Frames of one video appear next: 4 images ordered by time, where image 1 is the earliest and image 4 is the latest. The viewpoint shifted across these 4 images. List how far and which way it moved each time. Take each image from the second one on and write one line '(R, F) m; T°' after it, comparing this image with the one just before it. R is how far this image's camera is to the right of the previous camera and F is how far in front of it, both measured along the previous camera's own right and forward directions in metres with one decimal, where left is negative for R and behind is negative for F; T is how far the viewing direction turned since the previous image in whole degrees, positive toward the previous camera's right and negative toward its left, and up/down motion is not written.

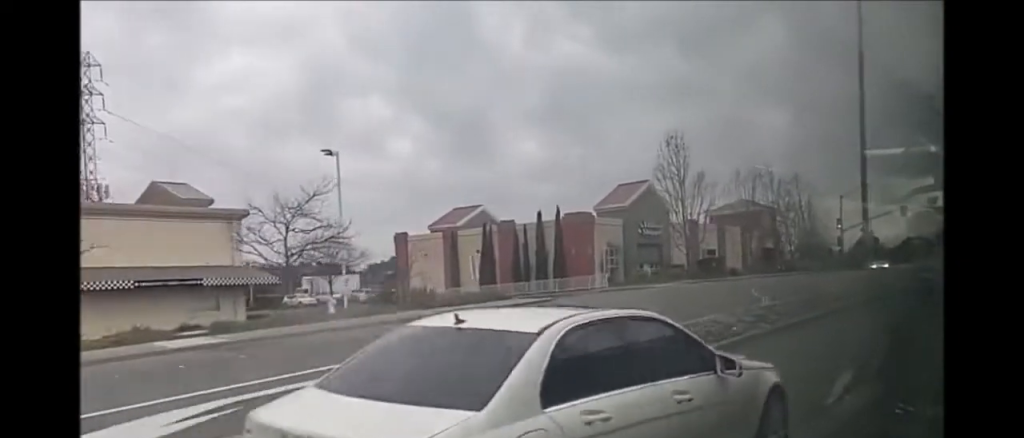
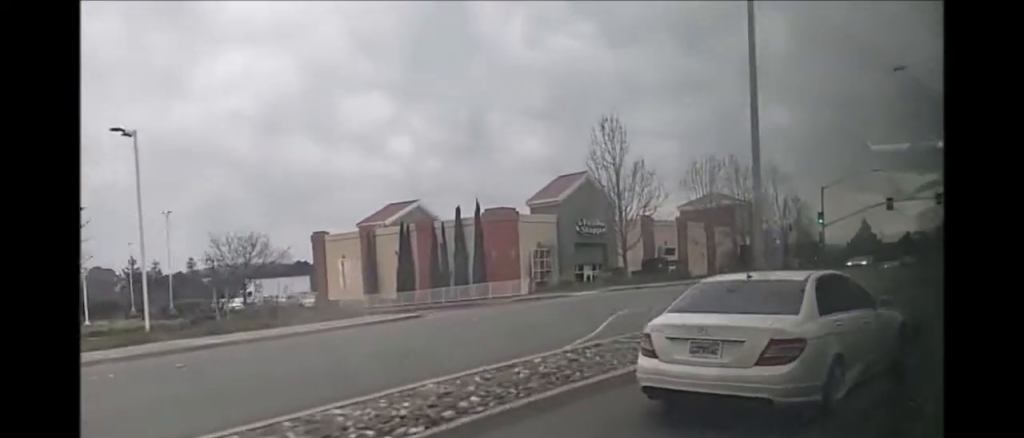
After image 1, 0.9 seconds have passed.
(-0.4, +8.9) m; -3°
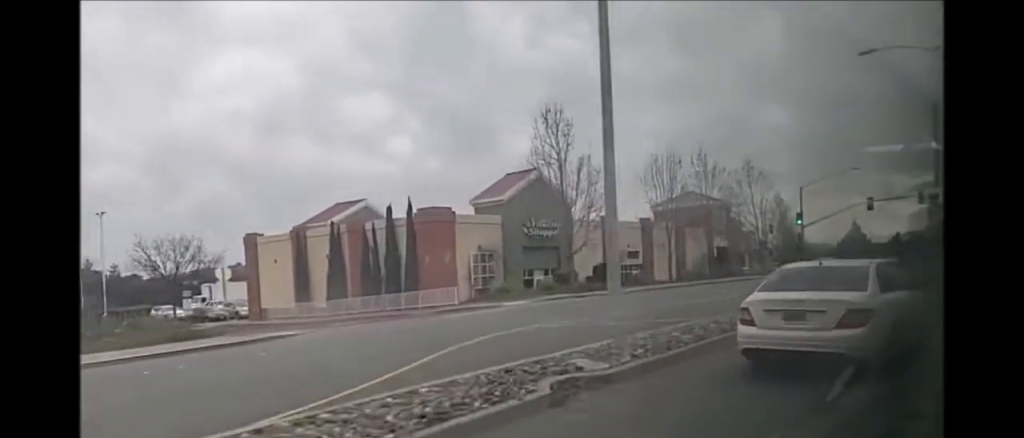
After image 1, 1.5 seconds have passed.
(0.0, +5.1) m; -1°
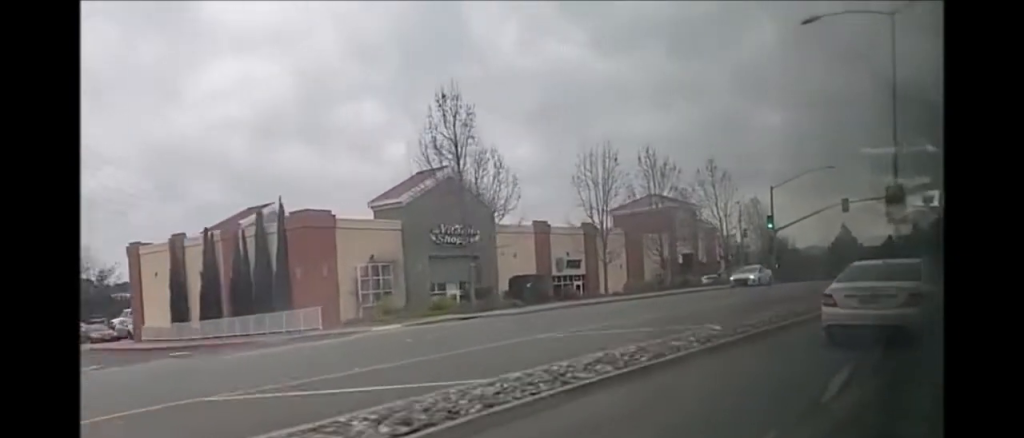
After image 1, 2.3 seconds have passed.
(0.0, +8.1) m; +1°
